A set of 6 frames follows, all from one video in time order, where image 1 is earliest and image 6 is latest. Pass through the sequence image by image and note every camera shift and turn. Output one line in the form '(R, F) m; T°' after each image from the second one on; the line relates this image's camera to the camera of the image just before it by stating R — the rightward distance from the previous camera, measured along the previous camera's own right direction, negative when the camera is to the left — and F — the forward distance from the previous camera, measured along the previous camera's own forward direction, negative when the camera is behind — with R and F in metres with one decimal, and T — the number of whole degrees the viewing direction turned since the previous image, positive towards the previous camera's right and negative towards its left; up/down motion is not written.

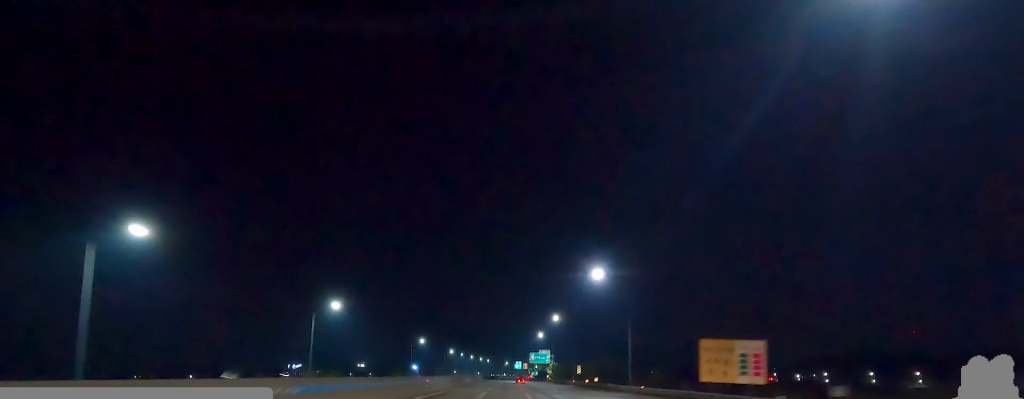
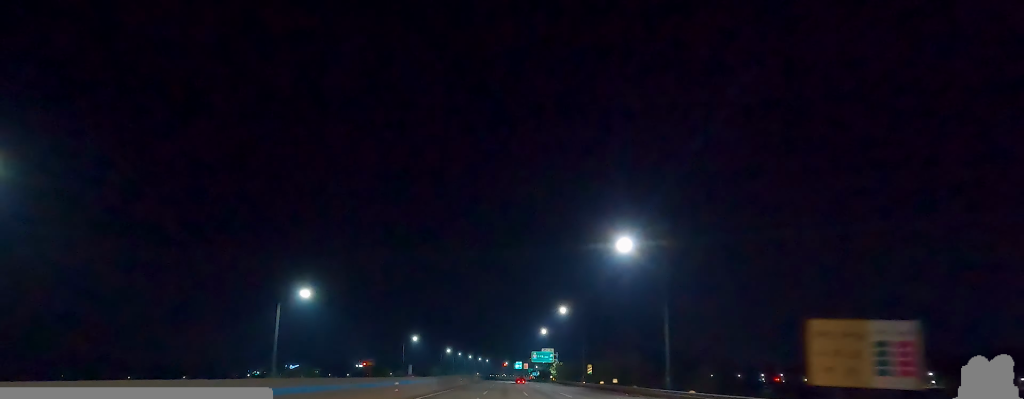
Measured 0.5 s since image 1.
(+0.7, +13.0) m; 0°
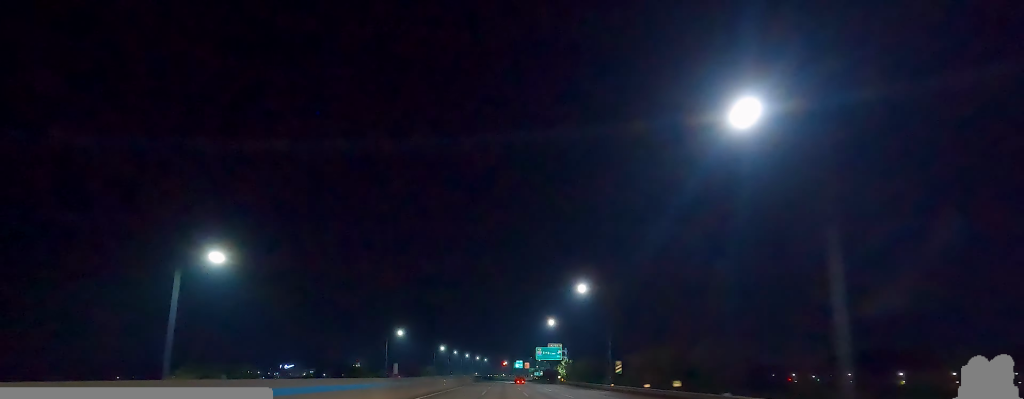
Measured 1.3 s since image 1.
(0.0, +22.2) m; -1°
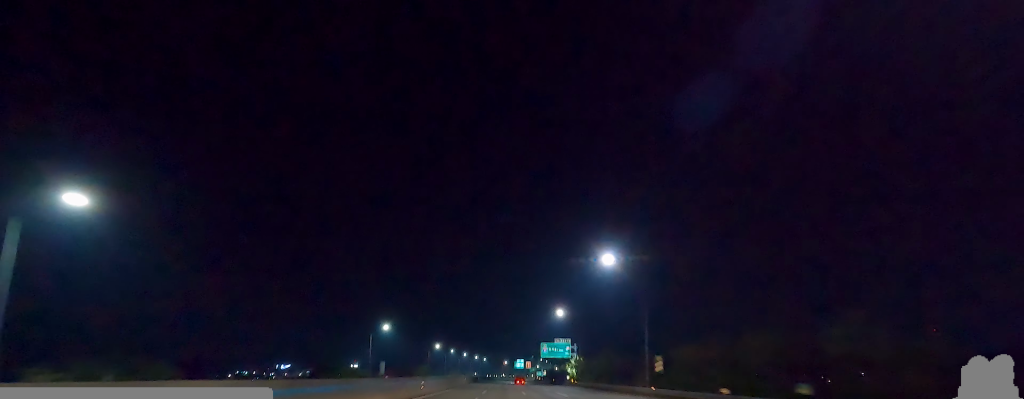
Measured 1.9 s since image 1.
(-0.8, +16.6) m; -2°
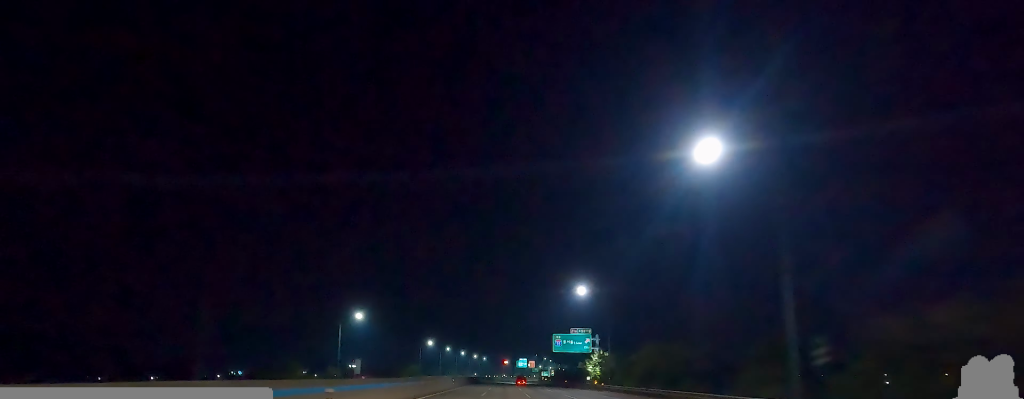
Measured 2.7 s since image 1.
(+0.3, +24.2) m; +1°
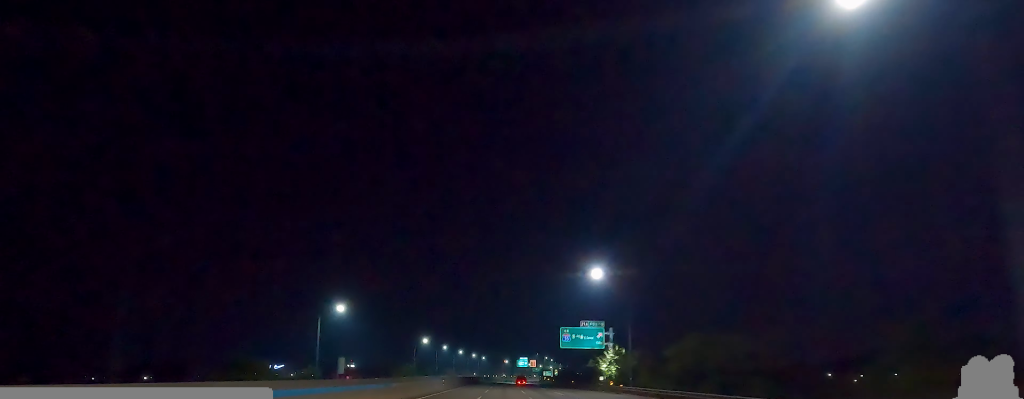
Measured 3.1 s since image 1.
(0.0, +11.1) m; 0°
